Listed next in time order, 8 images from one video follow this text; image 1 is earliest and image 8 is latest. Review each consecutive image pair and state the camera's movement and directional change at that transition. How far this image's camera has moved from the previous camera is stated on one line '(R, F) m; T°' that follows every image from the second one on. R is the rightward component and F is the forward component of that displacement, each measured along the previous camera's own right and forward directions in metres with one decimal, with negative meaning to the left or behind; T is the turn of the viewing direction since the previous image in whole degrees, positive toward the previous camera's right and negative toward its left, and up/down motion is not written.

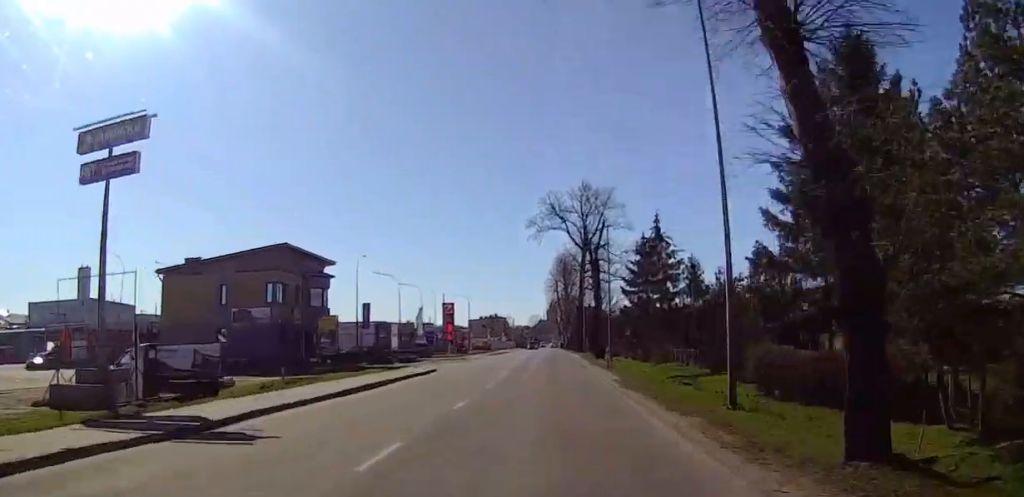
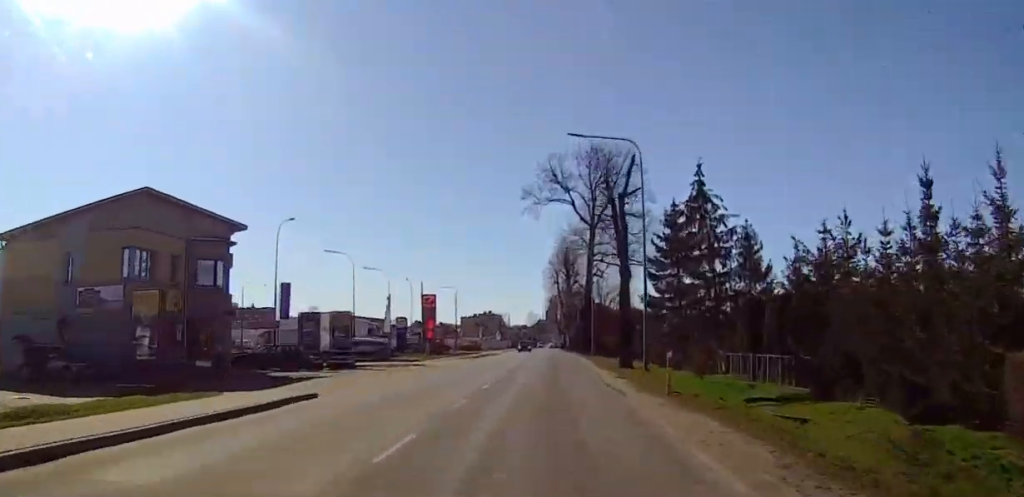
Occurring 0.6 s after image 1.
(0.0, +18.5) m; 0°
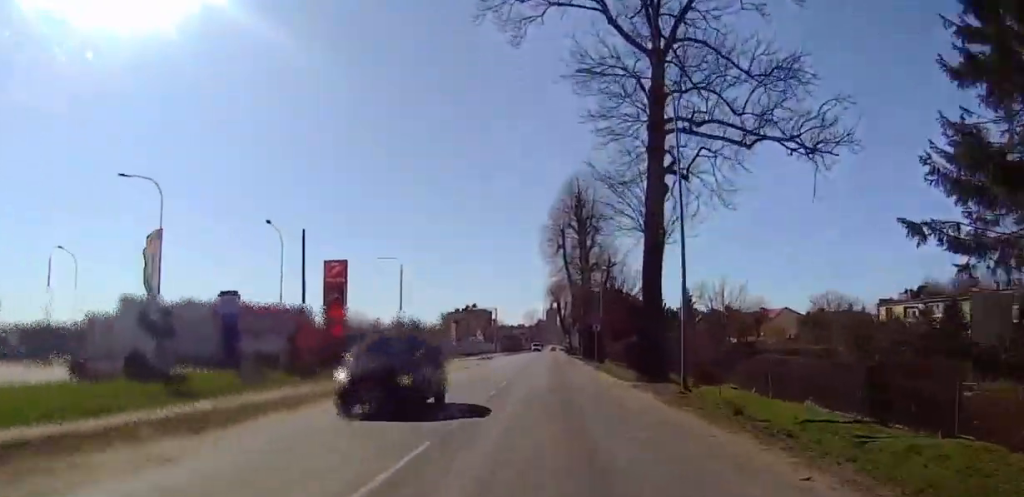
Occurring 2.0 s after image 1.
(0.0, +45.5) m; 0°
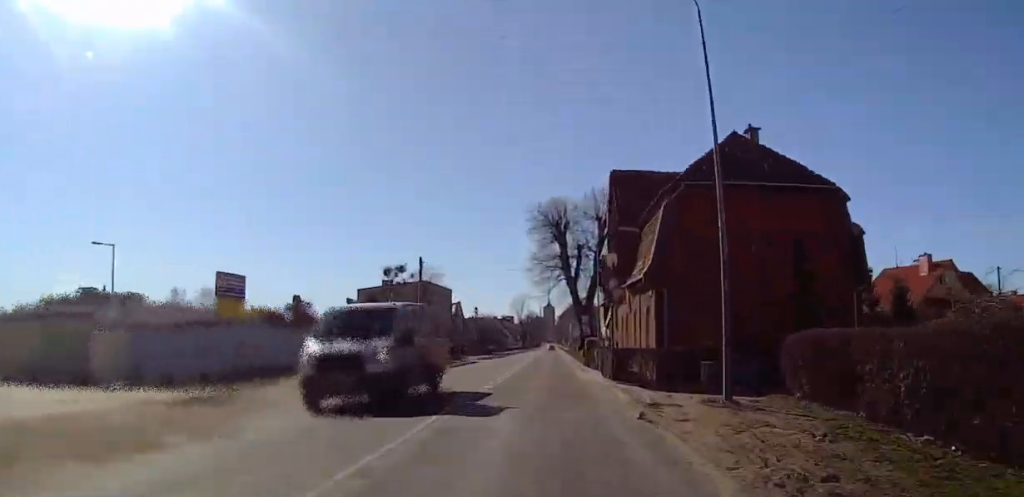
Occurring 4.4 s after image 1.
(0.0, +77.7) m; 0°
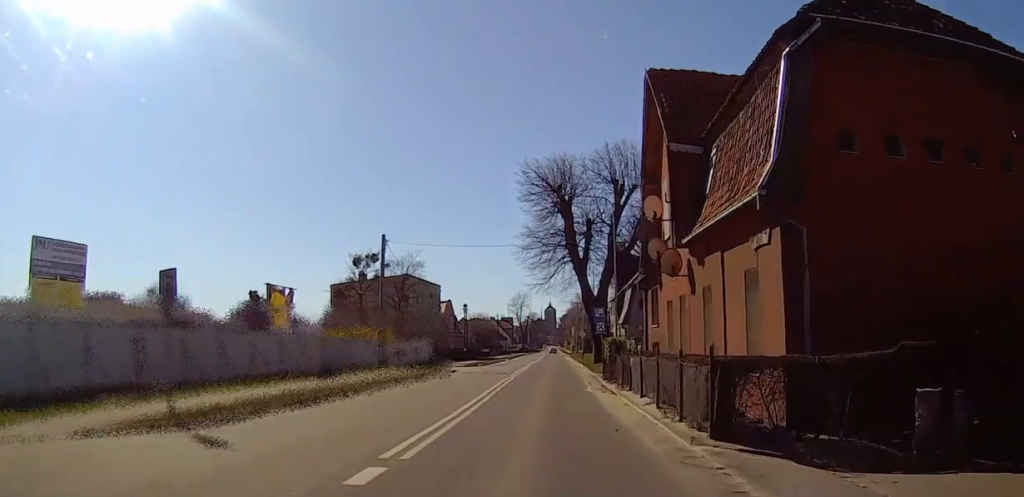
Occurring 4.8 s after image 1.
(0.0, +14.0) m; 0°
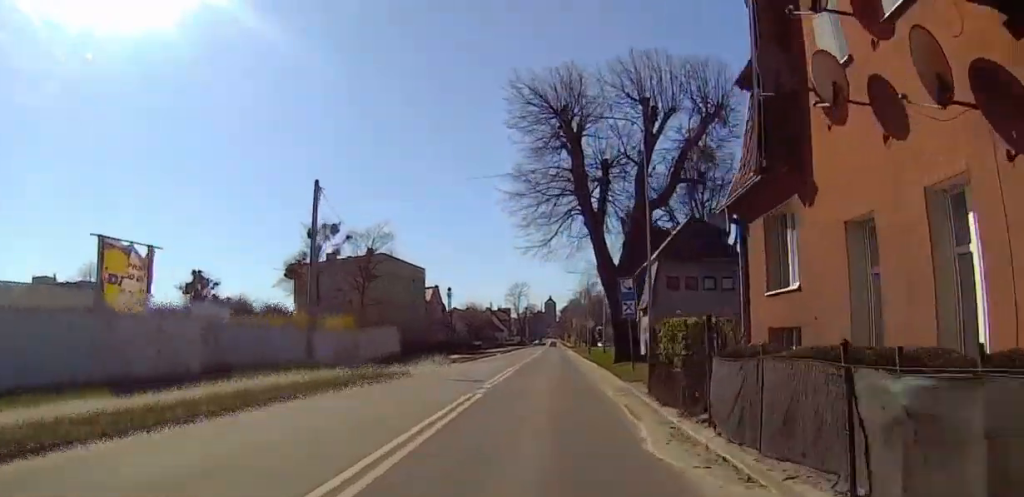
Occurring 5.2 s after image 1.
(0.0, +14.1) m; 0°
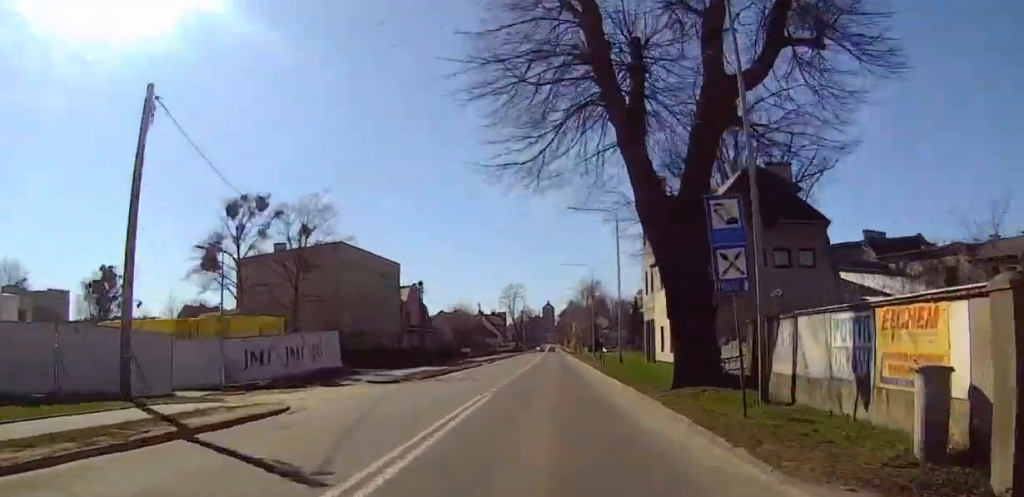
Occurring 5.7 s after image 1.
(0.0, +15.1) m; 0°
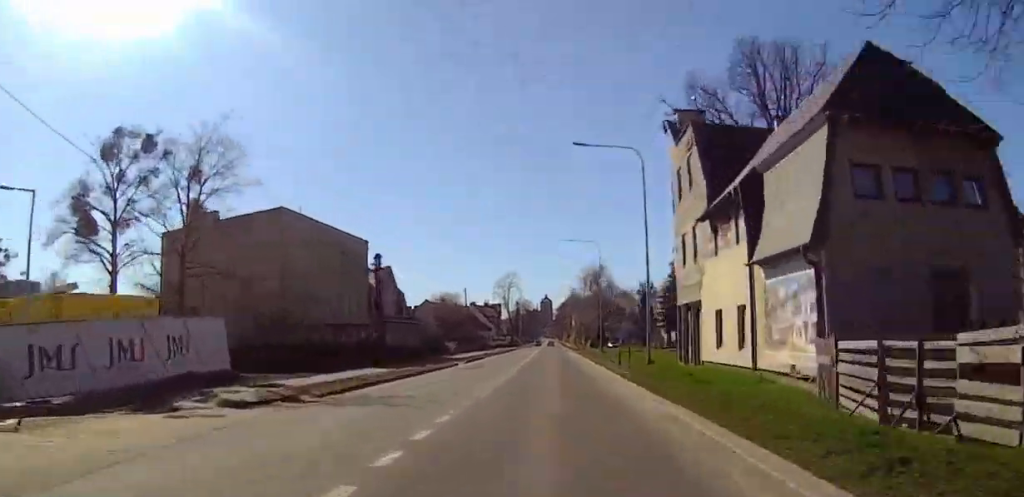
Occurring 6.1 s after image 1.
(0.0, +14.1) m; 0°
